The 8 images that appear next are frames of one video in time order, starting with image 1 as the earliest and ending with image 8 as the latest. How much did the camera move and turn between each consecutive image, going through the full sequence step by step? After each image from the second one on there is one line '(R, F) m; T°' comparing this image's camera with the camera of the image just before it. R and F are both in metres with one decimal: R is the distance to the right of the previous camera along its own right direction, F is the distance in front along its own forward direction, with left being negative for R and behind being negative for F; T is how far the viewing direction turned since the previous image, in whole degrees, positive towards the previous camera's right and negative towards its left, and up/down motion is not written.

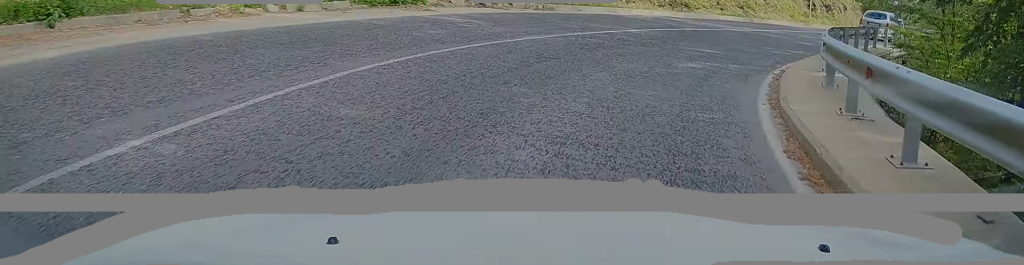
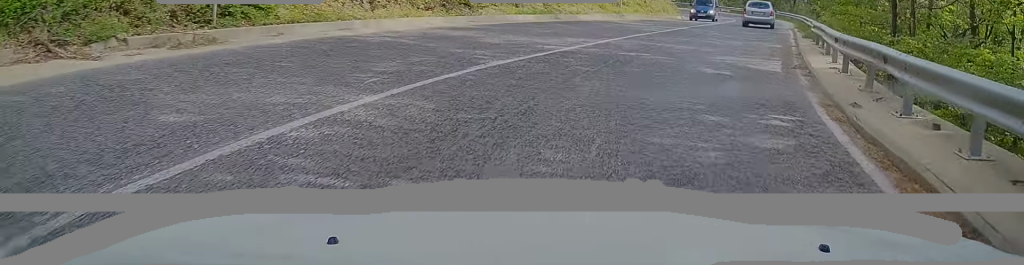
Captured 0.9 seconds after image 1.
(+1.6, +9.8) m; +17°
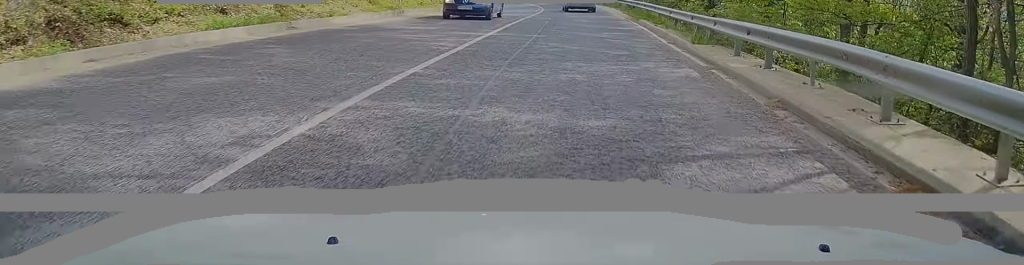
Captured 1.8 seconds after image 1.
(+1.3, +9.2) m; +12°
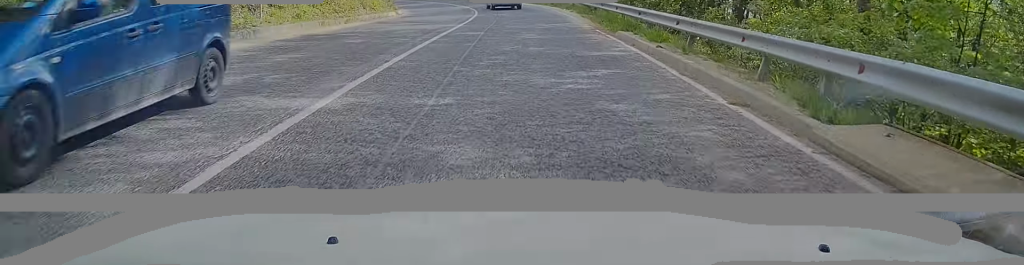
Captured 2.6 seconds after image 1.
(+0.7, +8.8) m; +6°
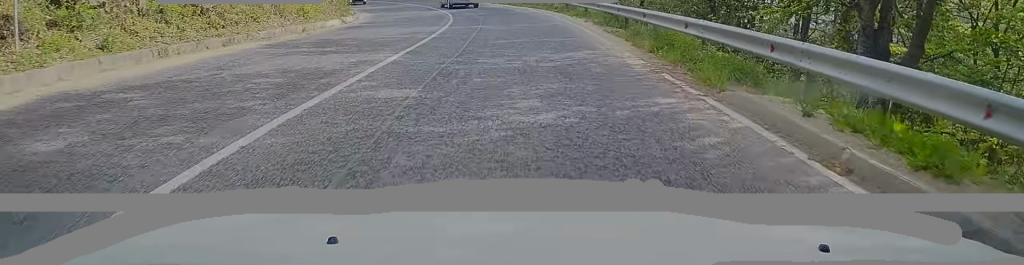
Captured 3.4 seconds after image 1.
(+0.4, +9.6) m; +1°
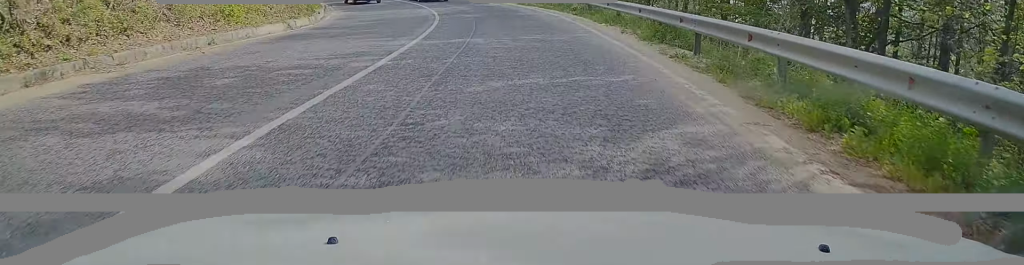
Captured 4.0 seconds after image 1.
(-0.1, +7.0) m; -1°
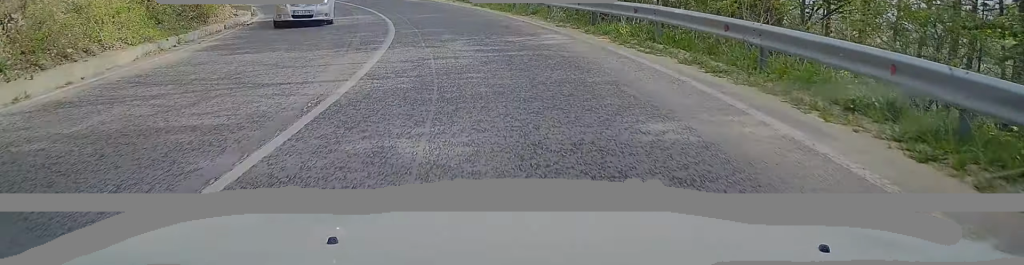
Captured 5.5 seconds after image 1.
(-0.6, +18.9) m; -6°
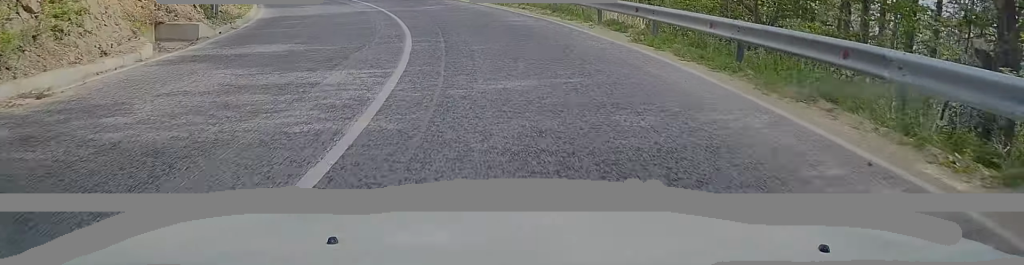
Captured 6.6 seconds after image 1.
(-1.2, +14.1) m; -10°
